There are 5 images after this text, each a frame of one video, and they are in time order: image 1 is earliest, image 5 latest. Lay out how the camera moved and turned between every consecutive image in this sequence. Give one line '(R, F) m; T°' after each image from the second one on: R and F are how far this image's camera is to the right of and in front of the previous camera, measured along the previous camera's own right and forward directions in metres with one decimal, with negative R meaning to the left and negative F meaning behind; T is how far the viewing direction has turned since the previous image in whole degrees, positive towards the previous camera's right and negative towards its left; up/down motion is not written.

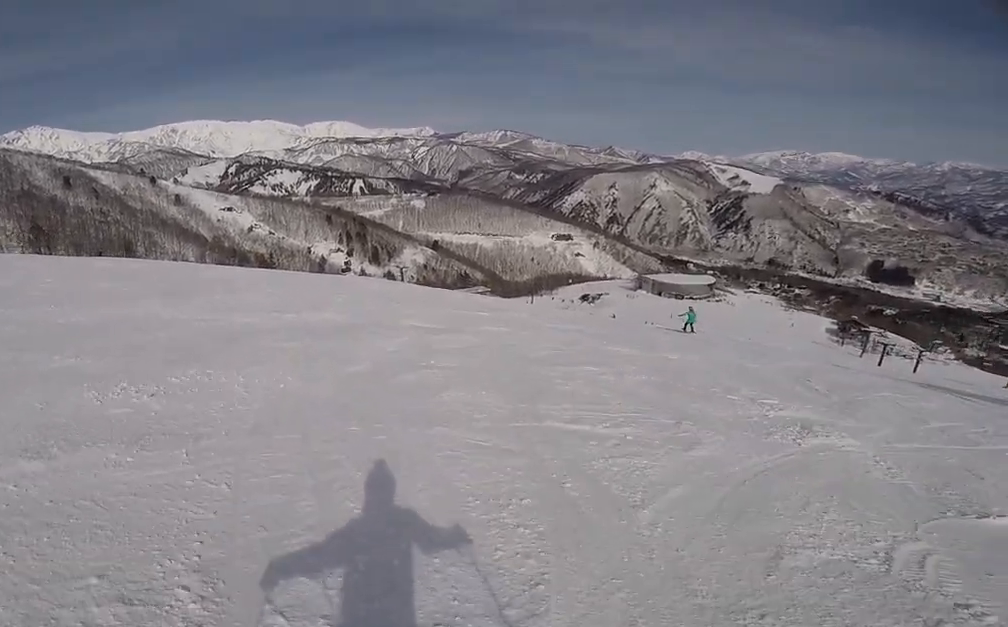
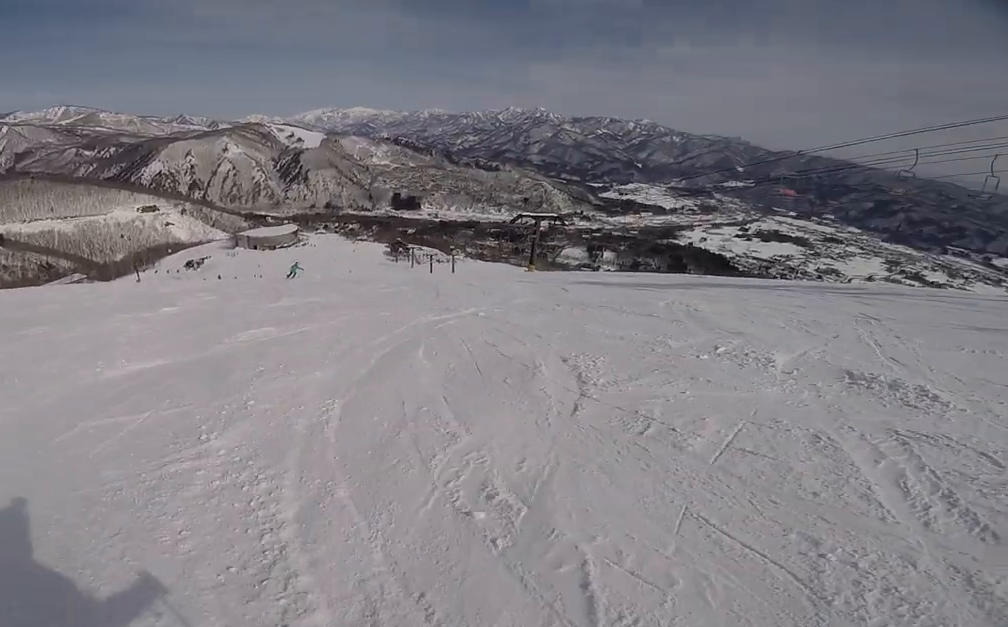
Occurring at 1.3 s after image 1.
(+2.6, +5.2) m; +54°
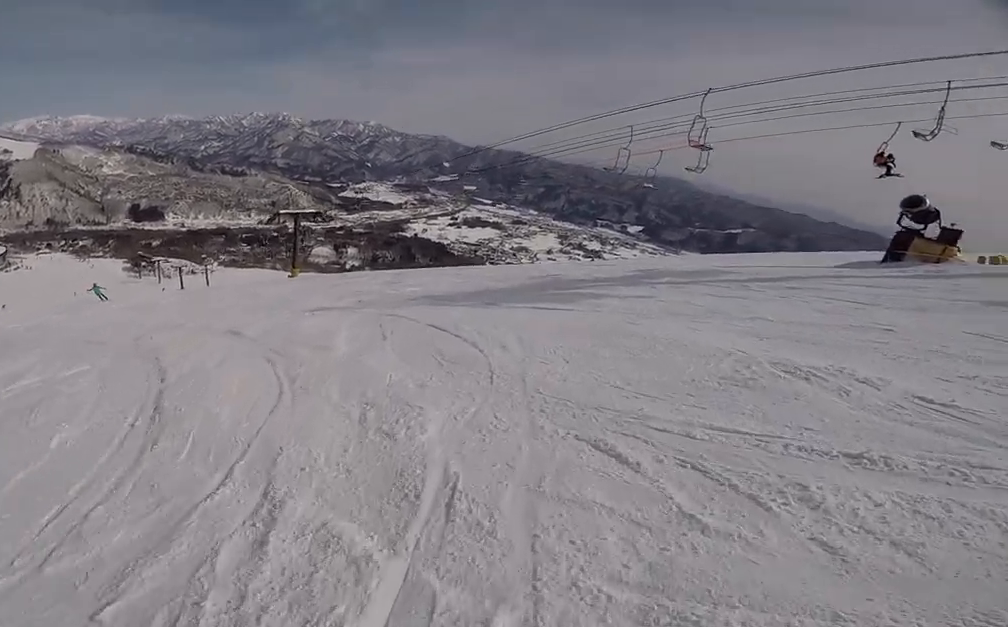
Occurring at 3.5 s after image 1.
(+4.7, +8.1) m; +41°
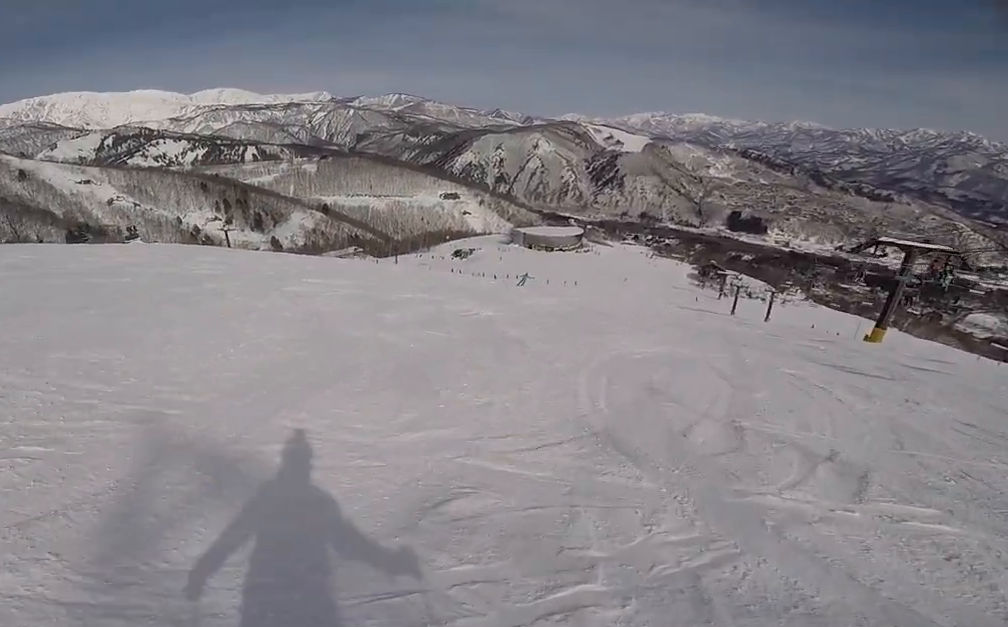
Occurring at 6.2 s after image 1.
(-5.3, +8.8) m; -79°
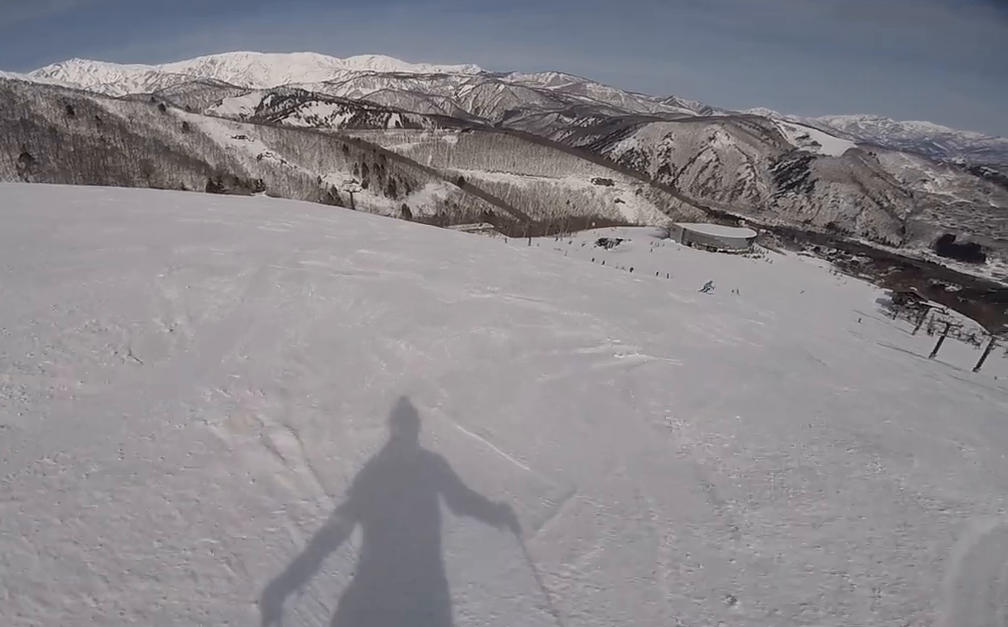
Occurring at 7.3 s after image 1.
(-1.0, +4.9) m; -17°
